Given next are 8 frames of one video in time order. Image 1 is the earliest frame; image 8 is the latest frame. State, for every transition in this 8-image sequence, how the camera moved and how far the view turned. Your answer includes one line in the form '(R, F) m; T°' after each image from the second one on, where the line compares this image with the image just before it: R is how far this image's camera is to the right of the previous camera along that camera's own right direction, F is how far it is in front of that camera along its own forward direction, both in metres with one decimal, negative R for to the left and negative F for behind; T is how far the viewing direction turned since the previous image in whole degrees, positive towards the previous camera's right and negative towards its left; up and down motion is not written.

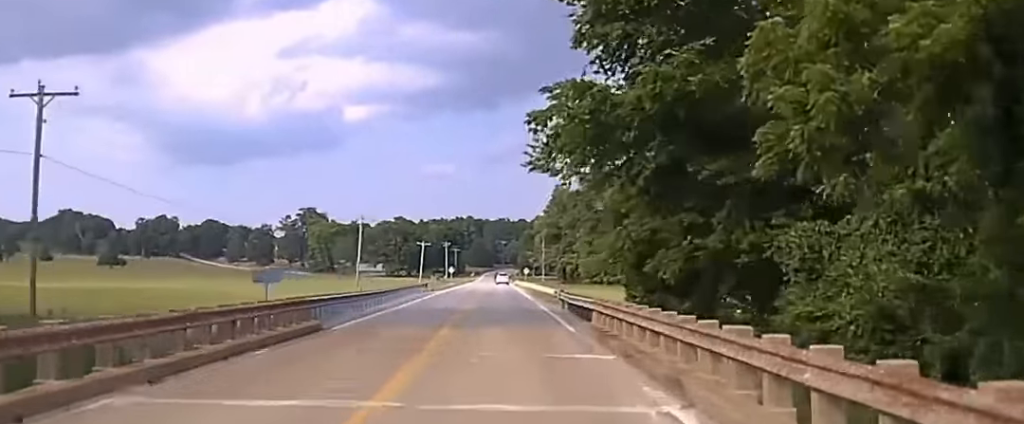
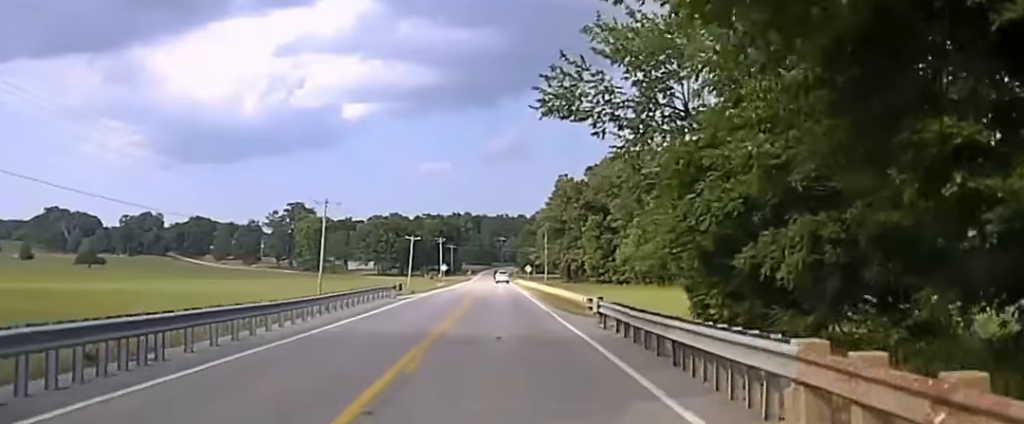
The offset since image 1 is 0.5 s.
(0.0, +16.7) m; 0°
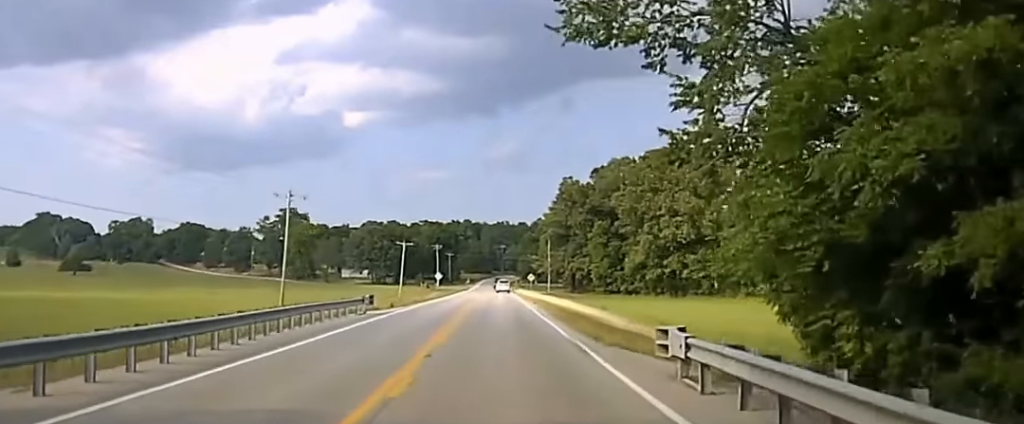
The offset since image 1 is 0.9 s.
(0.0, +13.2) m; 0°
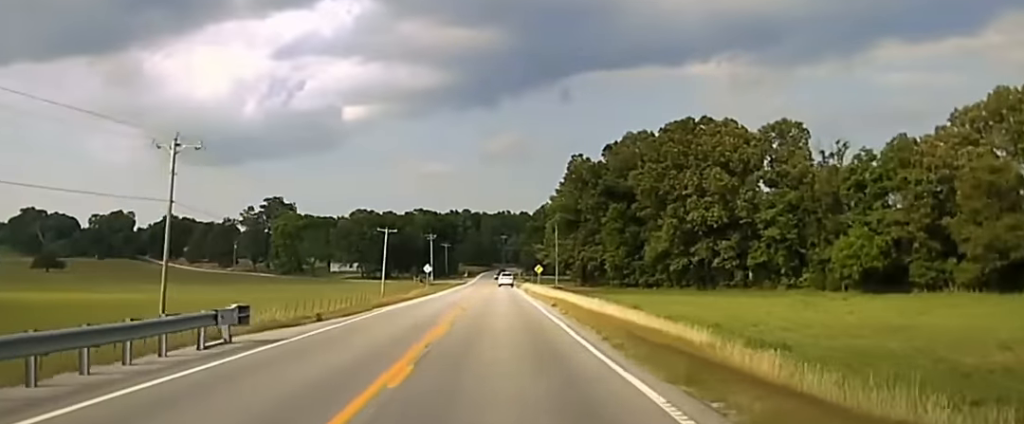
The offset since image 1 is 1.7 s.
(0.0, +22.9) m; 0°
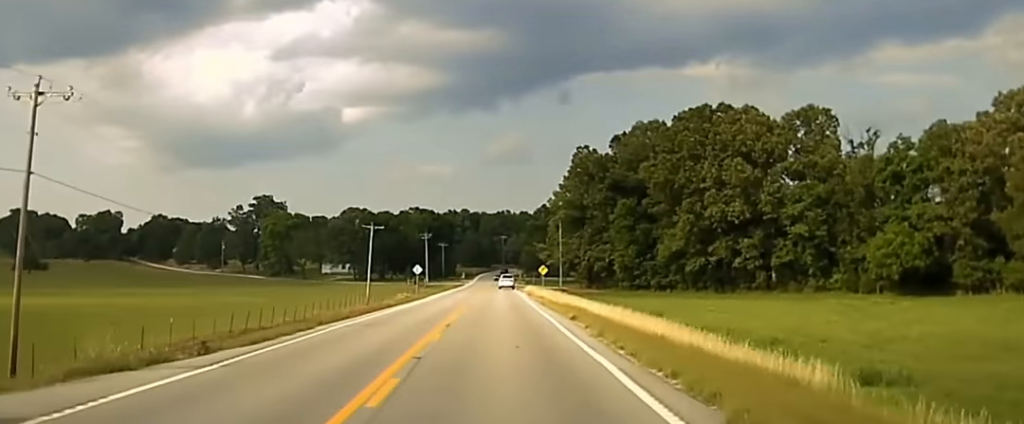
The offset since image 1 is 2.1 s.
(0.0, +13.4) m; 0°
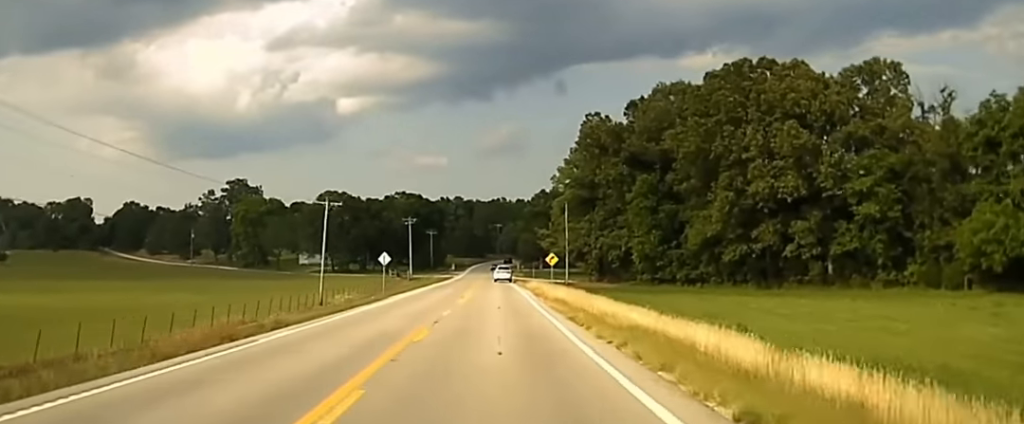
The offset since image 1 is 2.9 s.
(0.0, +25.0) m; +1°
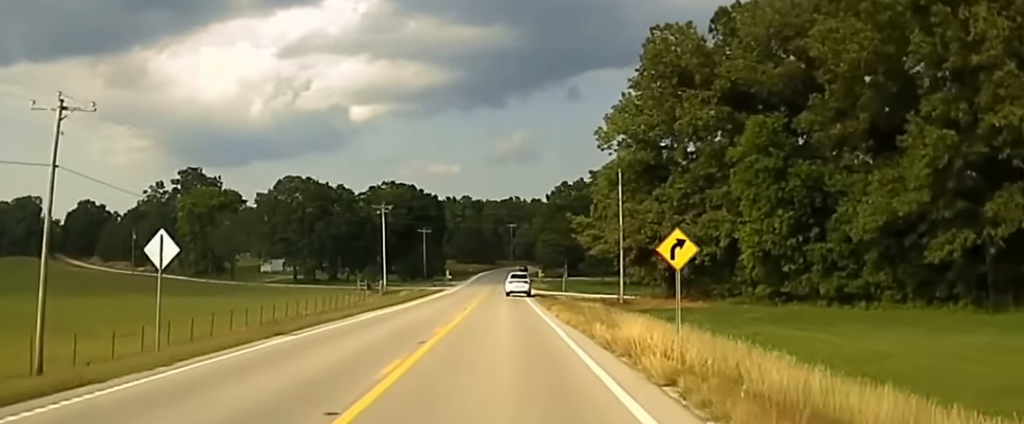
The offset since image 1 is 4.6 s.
(-0.1, +54.5) m; -1°
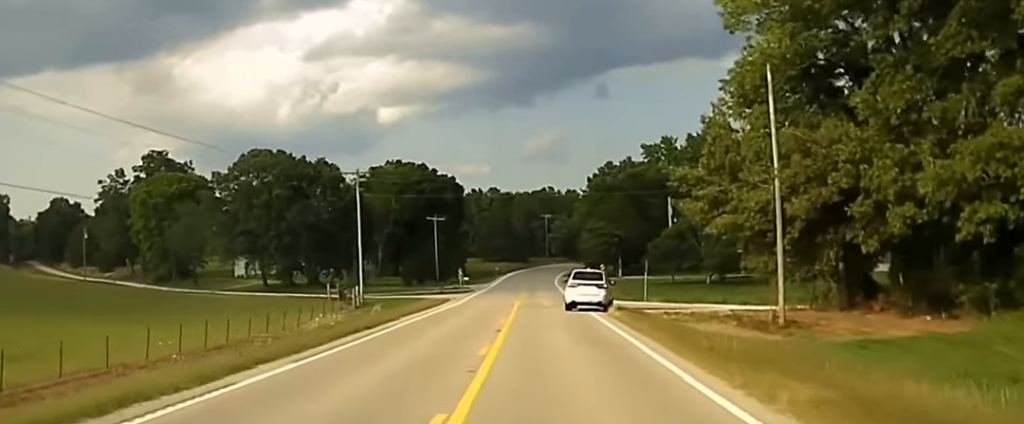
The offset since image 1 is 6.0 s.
(-0.5, +44.4) m; -1°
